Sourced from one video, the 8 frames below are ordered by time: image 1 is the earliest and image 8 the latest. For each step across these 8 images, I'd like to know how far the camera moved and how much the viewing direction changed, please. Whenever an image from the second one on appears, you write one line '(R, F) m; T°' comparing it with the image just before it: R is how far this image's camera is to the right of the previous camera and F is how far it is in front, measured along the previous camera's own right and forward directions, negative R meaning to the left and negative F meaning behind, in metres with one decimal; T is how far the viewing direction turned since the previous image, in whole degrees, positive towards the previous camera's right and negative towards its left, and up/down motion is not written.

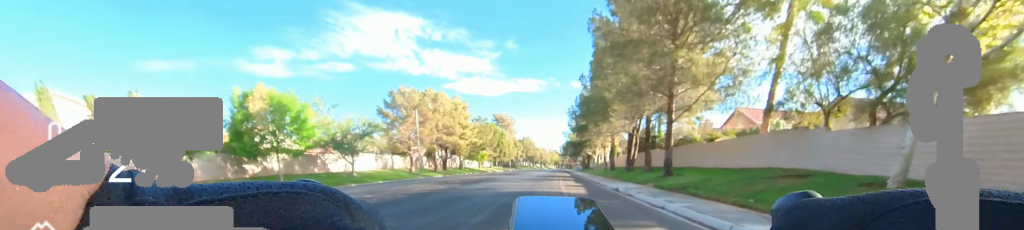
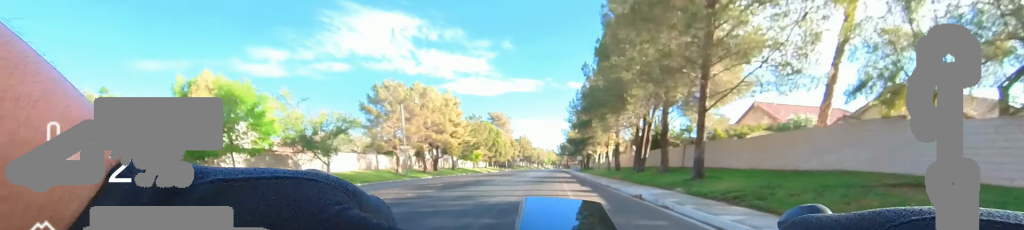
(0.0, +3.7) m; 0°
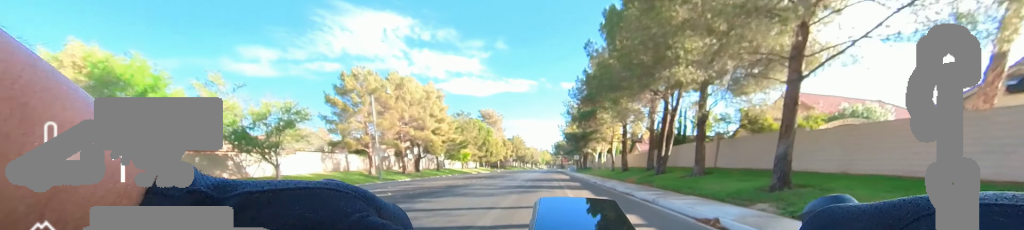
(0.0, +5.4) m; 0°
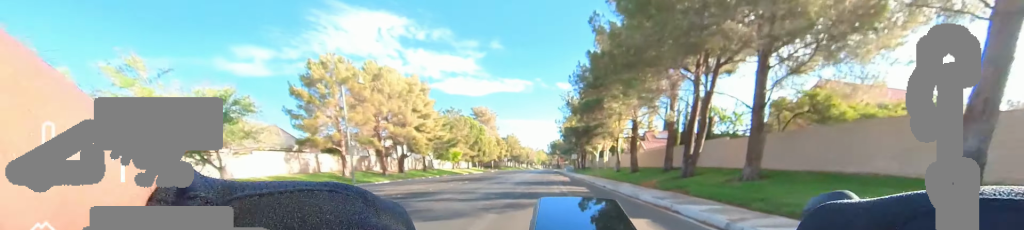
(0.0, +4.3) m; 0°
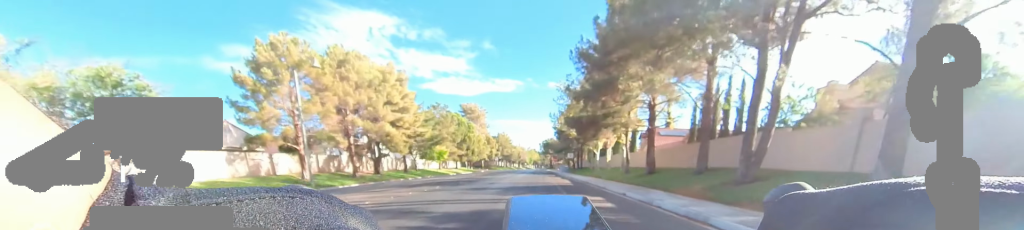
(0.0, +5.2) m; 0°
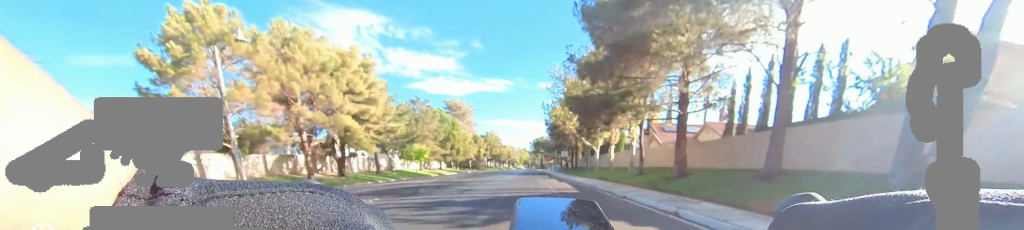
(0.0, +5.8) m; 0°
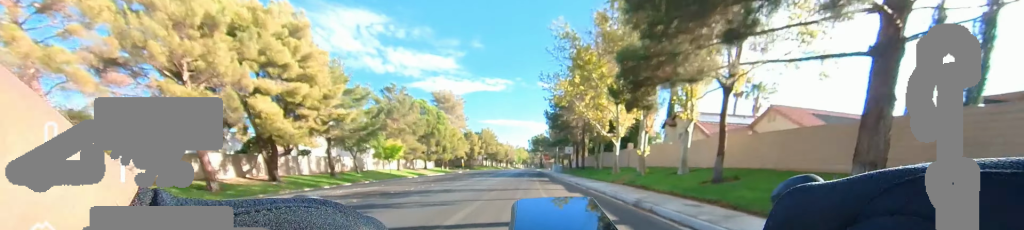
(0.0, +9.3) m; 0°
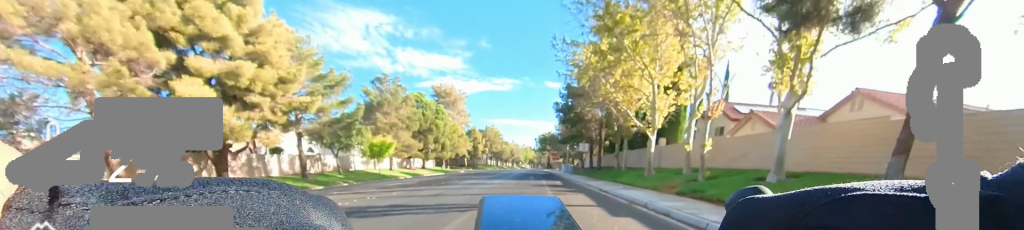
(0.0, +5.7) m; 0°
